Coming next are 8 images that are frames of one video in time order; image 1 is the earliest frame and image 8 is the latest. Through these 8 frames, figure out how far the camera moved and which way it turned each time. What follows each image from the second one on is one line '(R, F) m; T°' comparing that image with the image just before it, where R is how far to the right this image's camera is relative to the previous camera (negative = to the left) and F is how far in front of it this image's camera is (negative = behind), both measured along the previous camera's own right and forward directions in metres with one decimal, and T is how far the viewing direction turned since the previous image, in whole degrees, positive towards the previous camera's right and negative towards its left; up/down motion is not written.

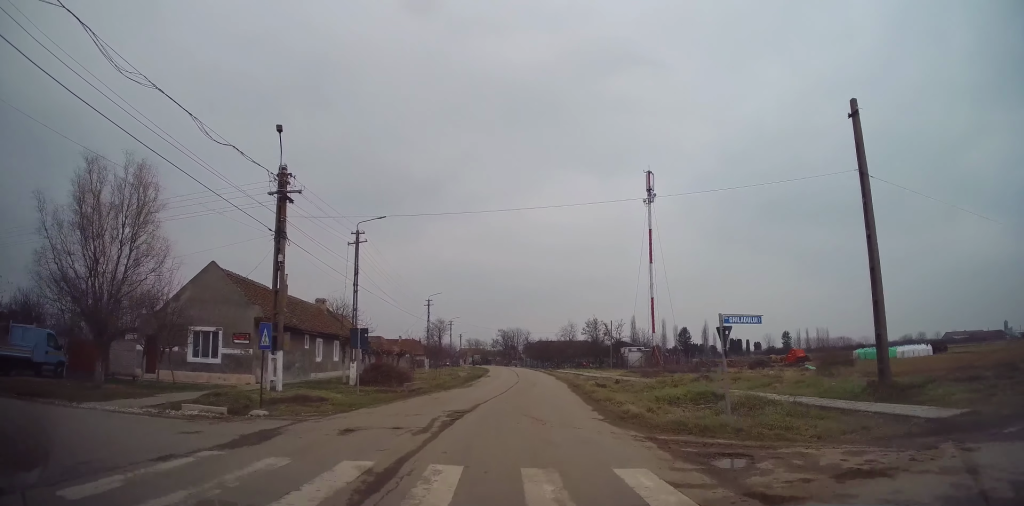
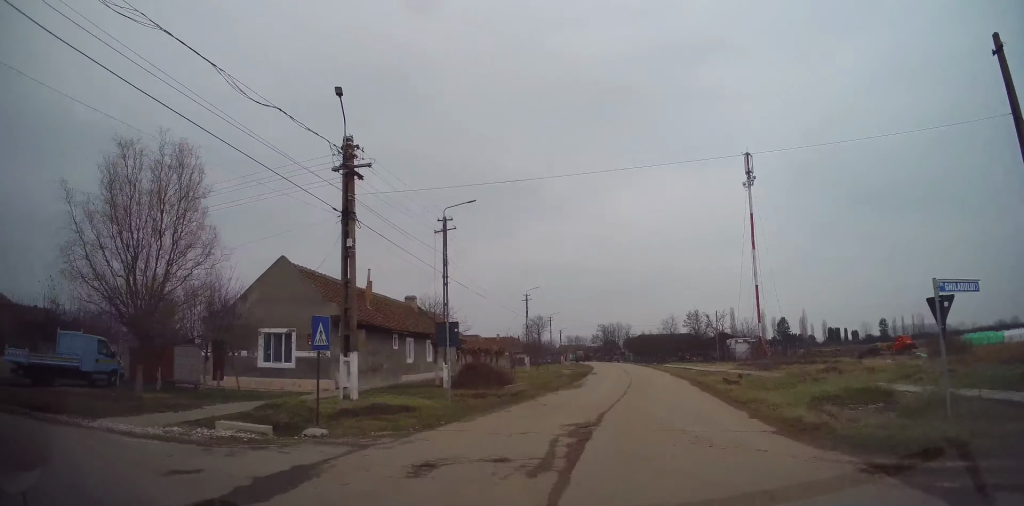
(+0.1, +3.6) m; -10°
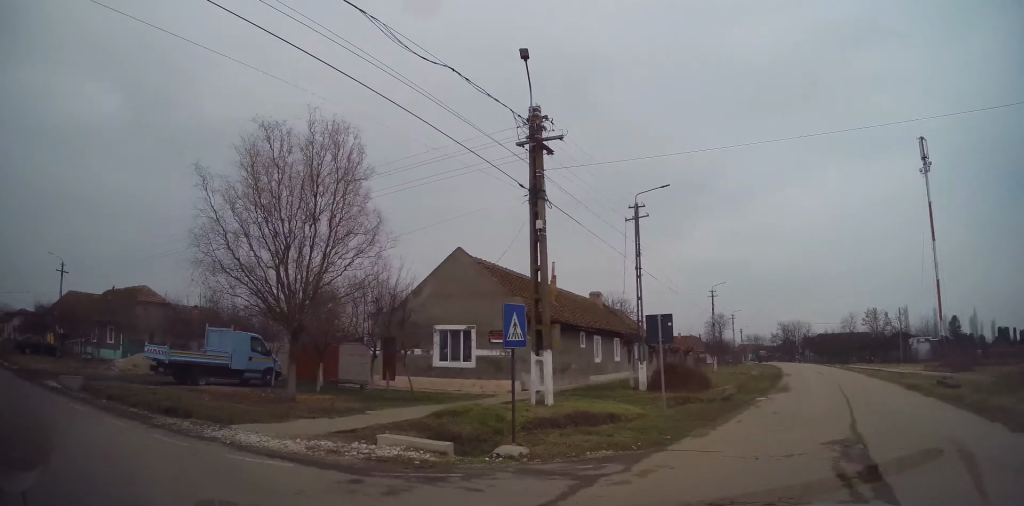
(-0.4, +2.6) m; -18°
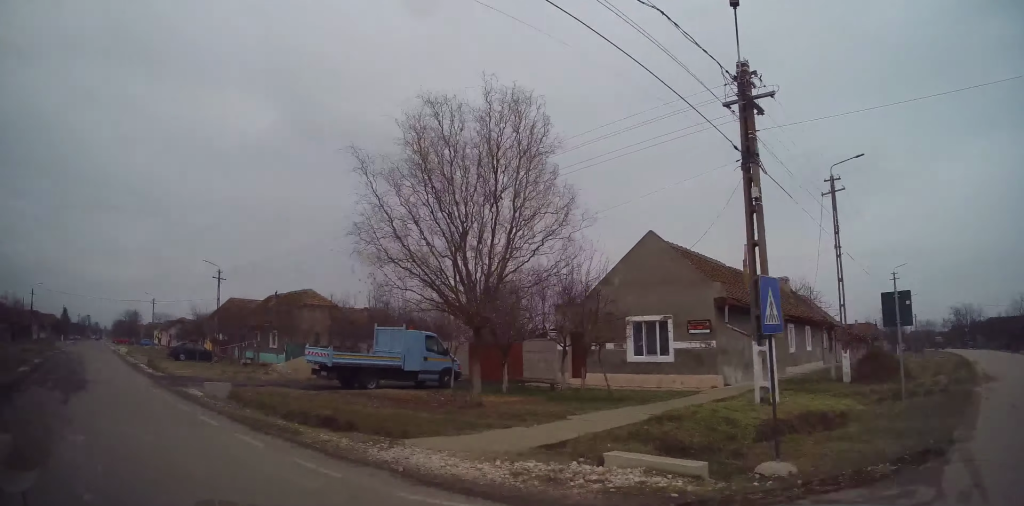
(-0.2, +2.2) m; -17°
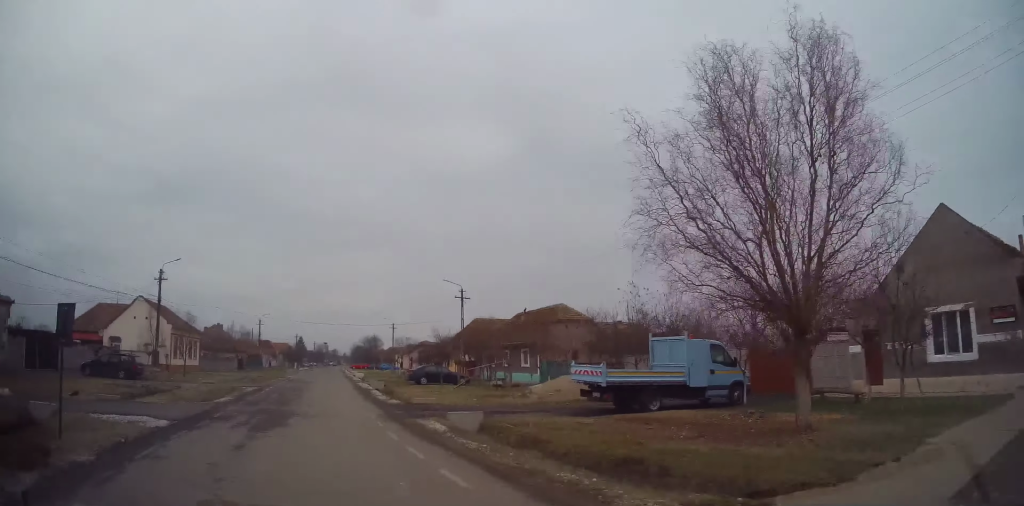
(-0.8, +3.2) m; -25°
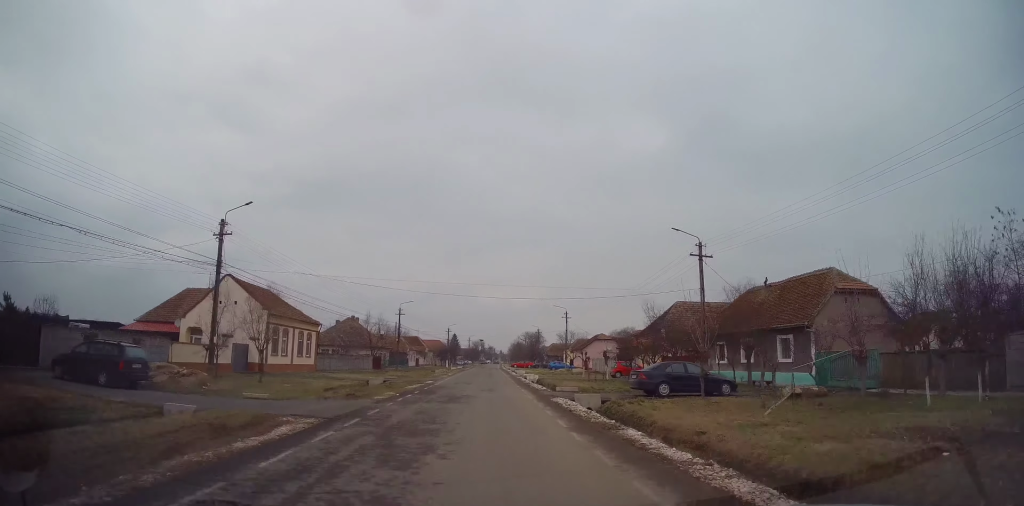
(-4.6, +13.7) m; -18°
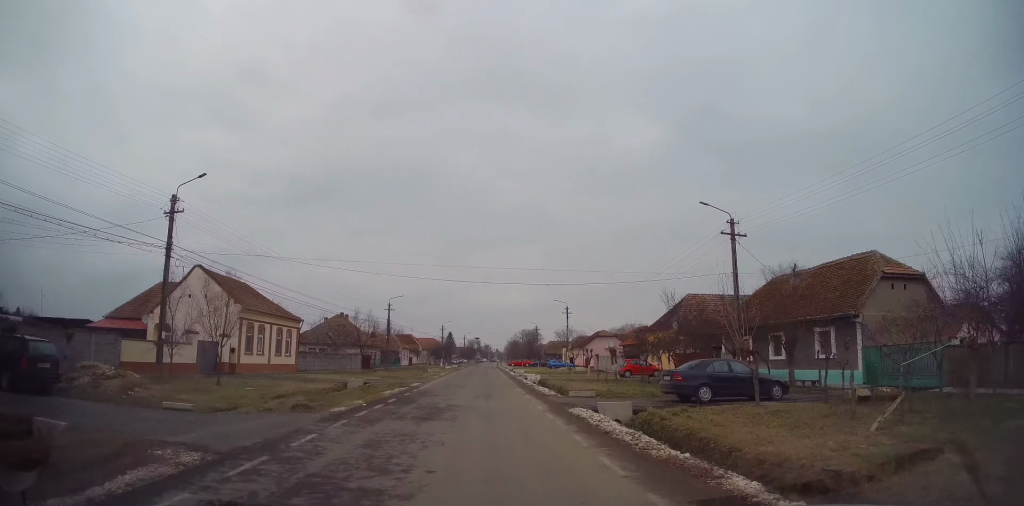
(+0.3, +4.1) m; 0°
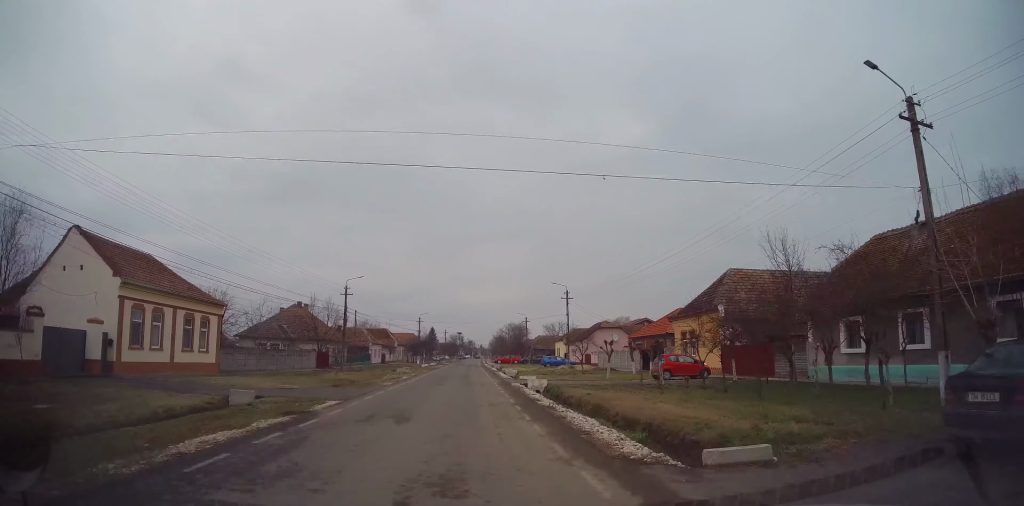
(-0.2, +12.1) m; 0°
